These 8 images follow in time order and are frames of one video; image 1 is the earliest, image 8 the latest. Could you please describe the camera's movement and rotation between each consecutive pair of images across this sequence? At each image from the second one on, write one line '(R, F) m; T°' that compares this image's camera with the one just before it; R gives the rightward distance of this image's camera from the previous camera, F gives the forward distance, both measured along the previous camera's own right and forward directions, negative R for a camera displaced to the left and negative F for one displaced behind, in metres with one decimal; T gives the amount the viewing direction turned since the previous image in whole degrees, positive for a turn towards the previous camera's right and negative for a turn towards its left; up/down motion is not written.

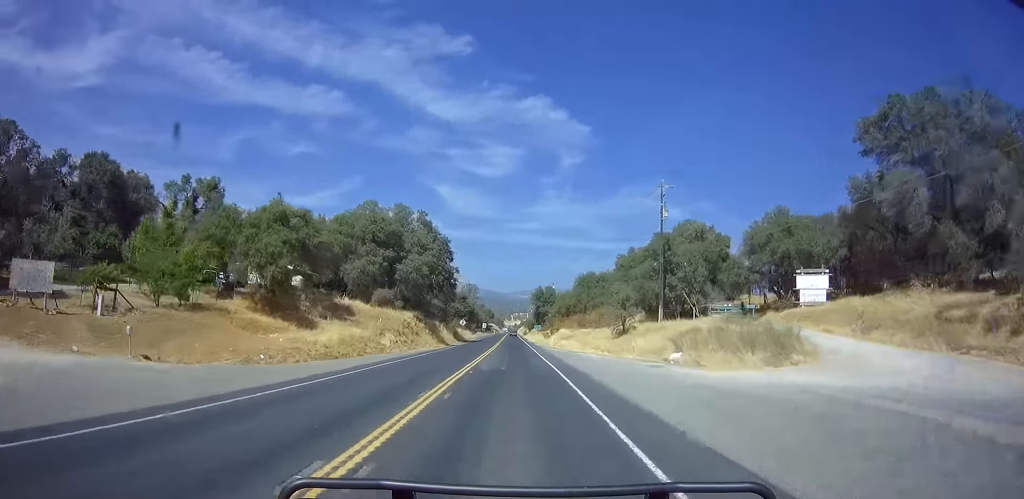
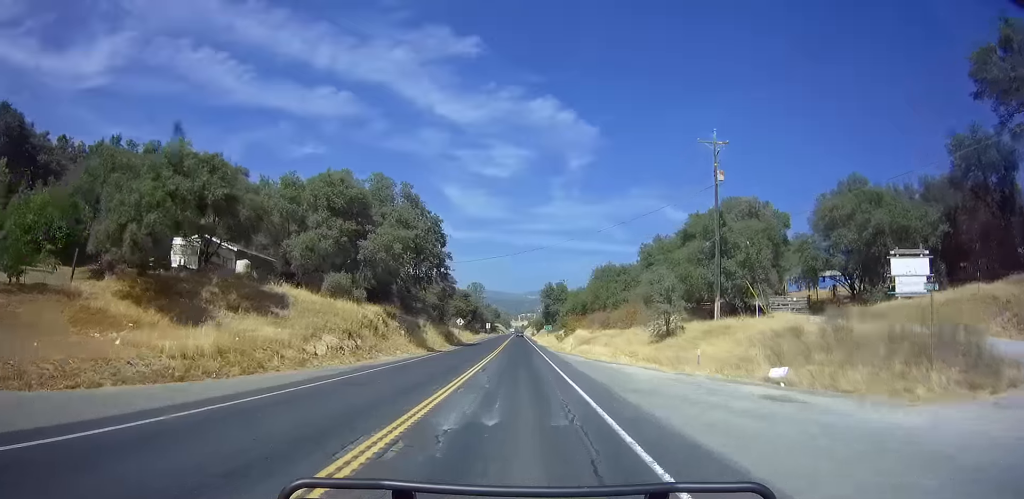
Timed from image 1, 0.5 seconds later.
(-0.3, +12.8) m; -1°
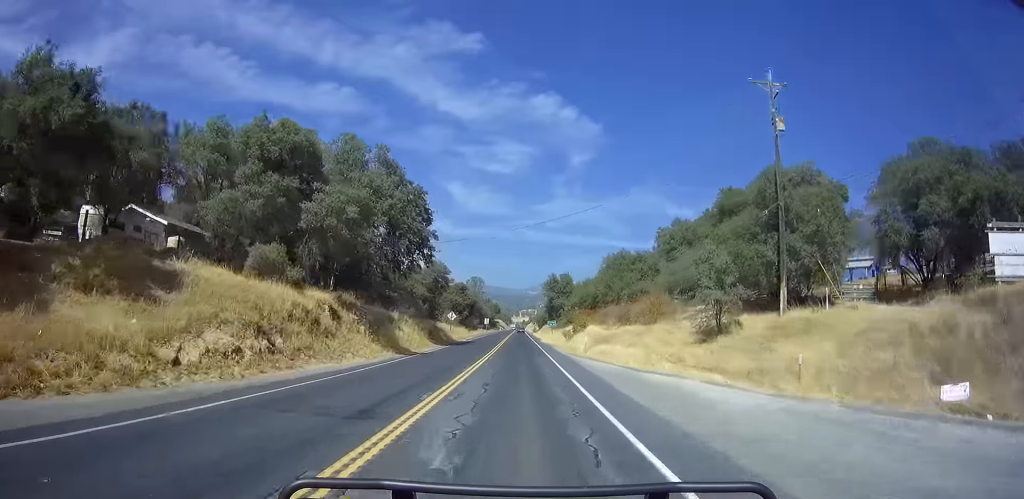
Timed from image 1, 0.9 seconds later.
(-0.4, +9.6) m; -1°
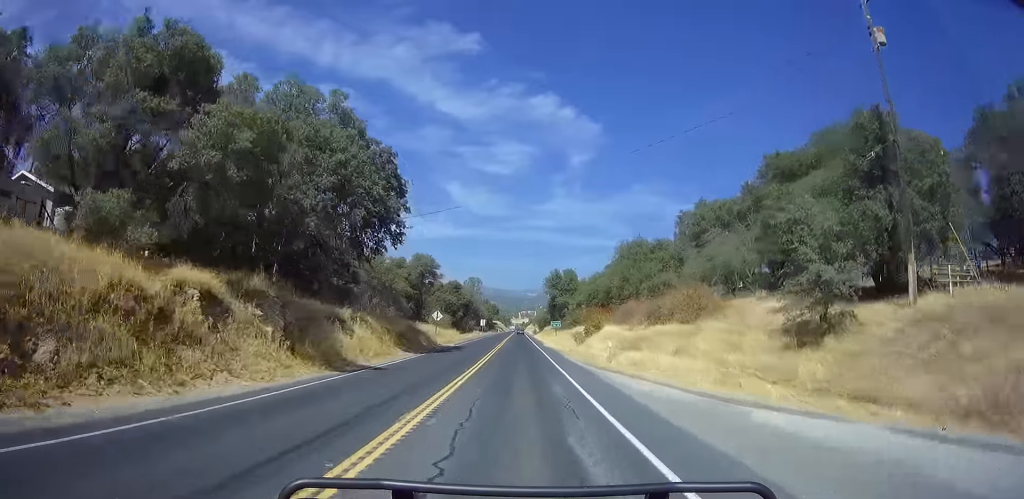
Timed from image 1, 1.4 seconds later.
(-0.1, +10.4) m; 0°
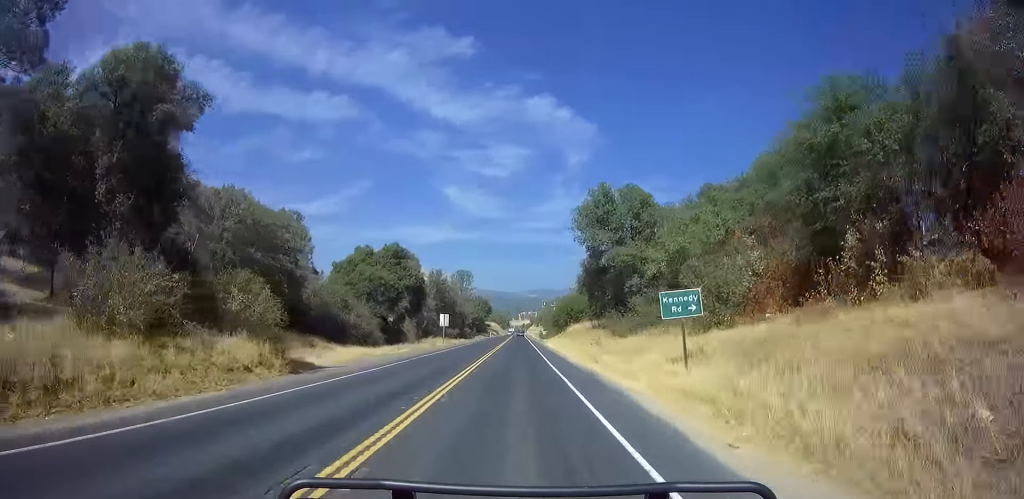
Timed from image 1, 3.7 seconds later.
(-0.1, +55.9) m; 0°
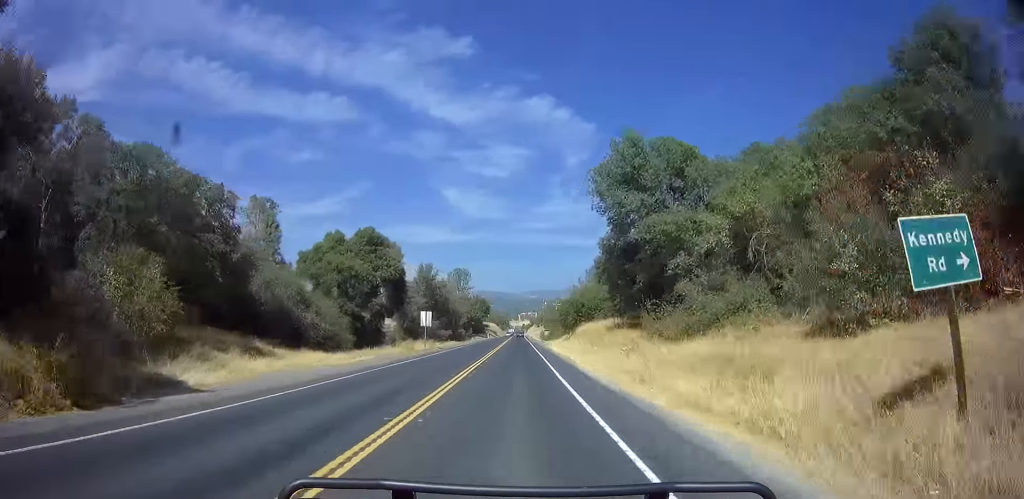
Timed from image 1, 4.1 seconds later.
(+0.1, +10.5) m; 0°
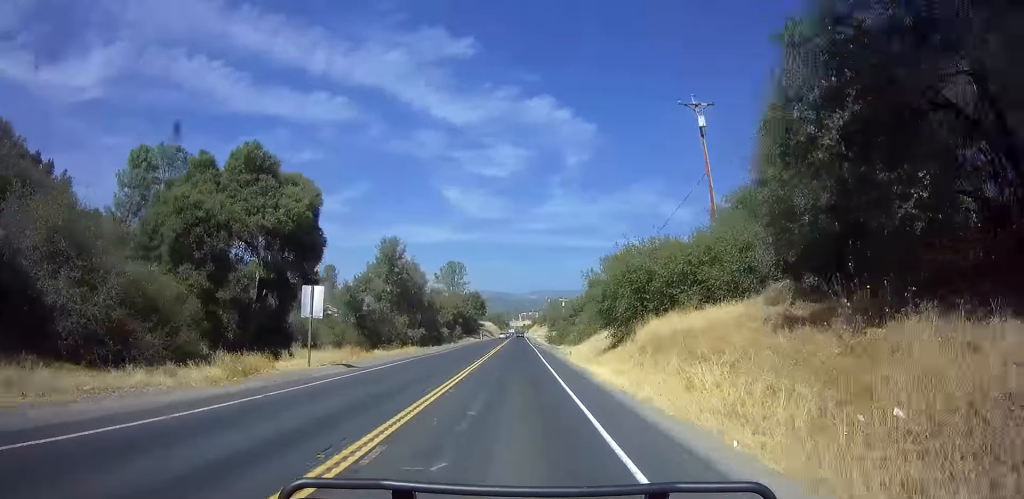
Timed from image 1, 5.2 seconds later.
(-0.1, +25.0) m; -1°
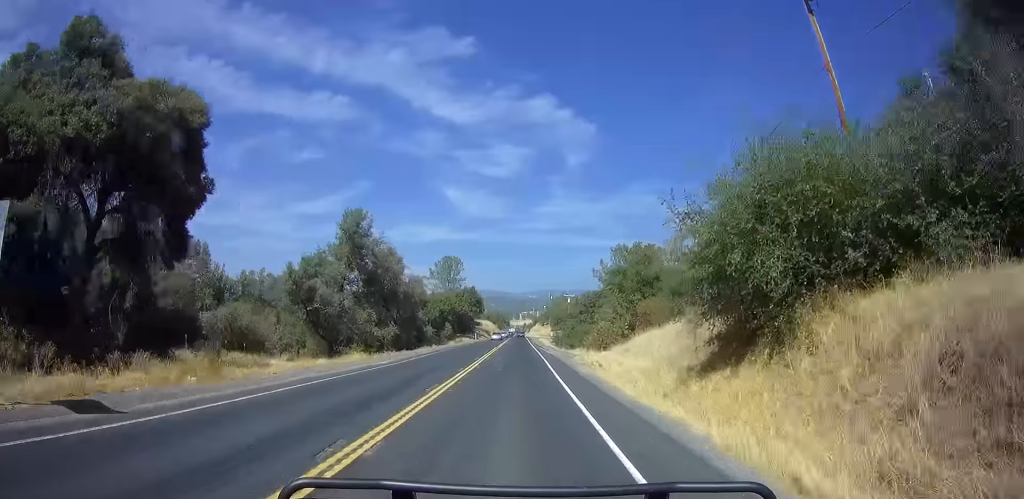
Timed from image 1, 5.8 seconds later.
(-0.2, +14.6) m; 0°
